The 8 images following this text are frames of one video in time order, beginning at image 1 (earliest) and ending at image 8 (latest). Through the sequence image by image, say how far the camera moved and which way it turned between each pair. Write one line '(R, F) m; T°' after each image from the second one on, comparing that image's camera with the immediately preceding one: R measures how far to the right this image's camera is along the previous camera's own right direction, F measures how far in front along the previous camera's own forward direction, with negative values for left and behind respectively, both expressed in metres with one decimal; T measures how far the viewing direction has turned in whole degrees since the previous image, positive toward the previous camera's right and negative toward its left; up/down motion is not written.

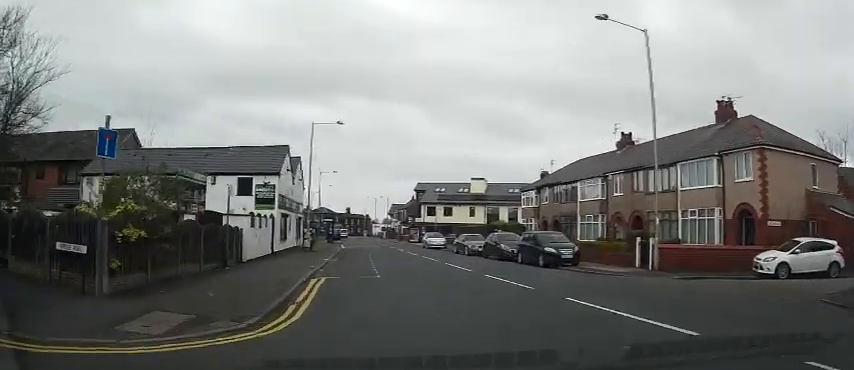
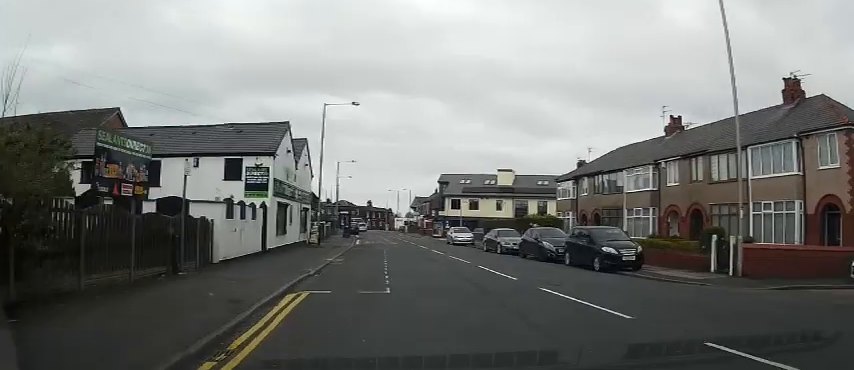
(0.0, +4.6) m; -3°
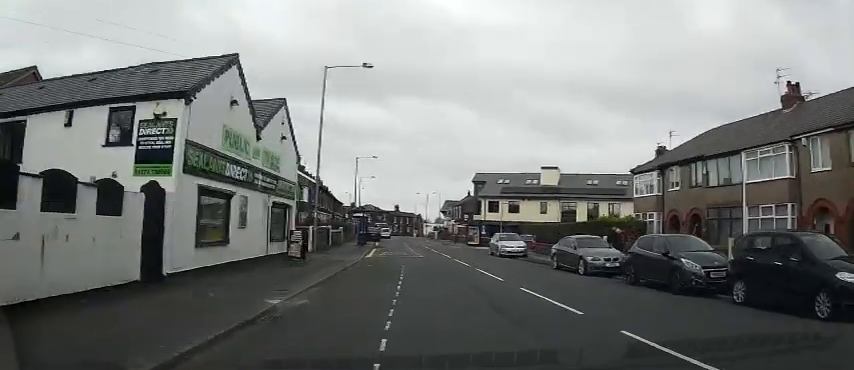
(-0.7, +10.5) m; -4°
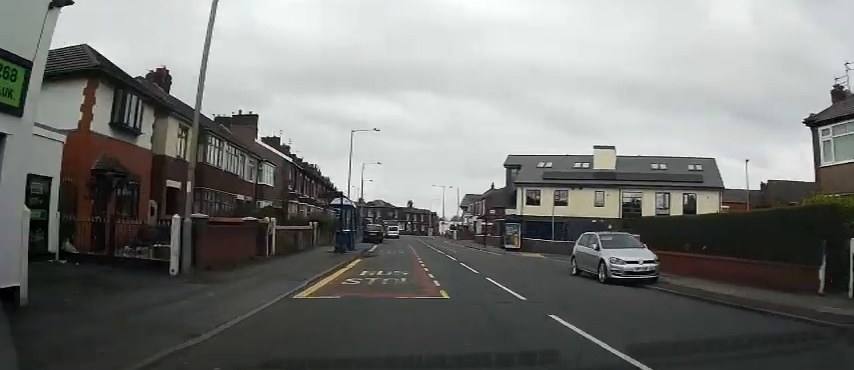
(-0.5, +17.2) m; -3°
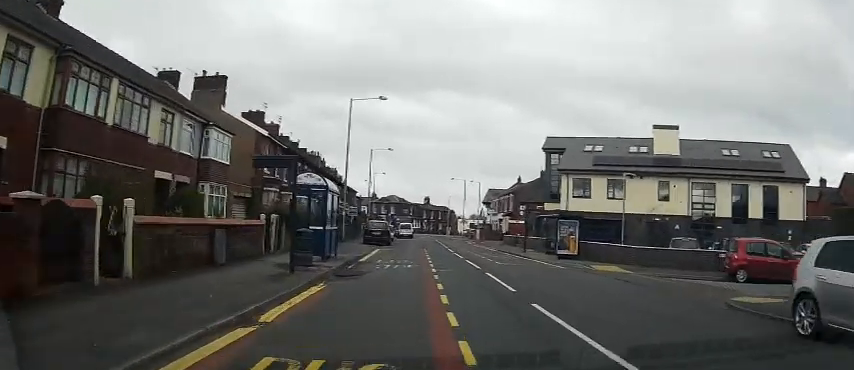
(-0.2, +12.0) m; 0°
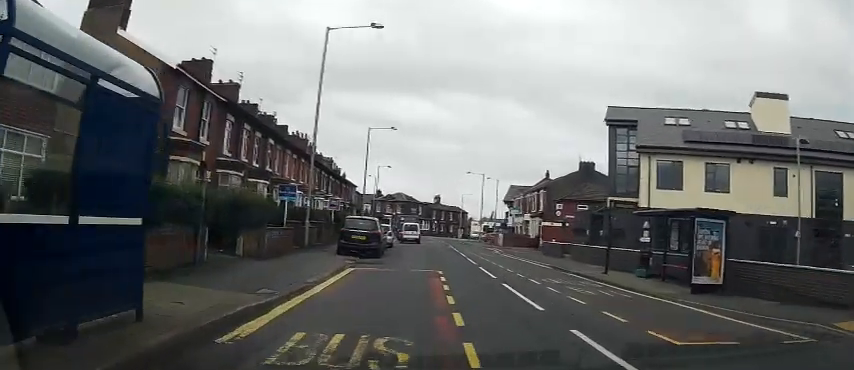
(+0.1, +15.2) m; -1°
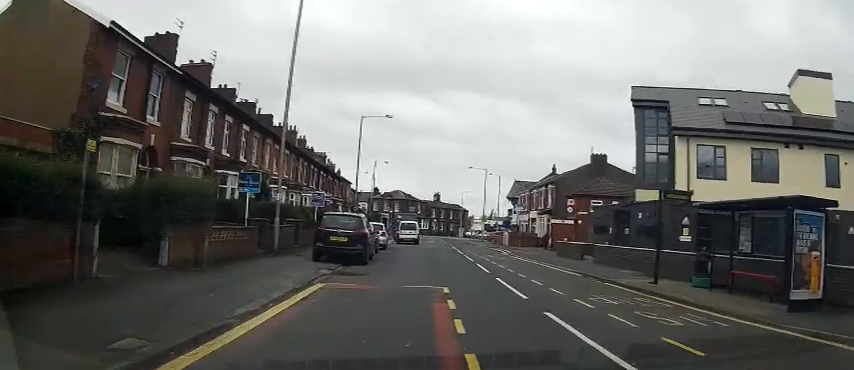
(-0.2, +5.1) m; -1°
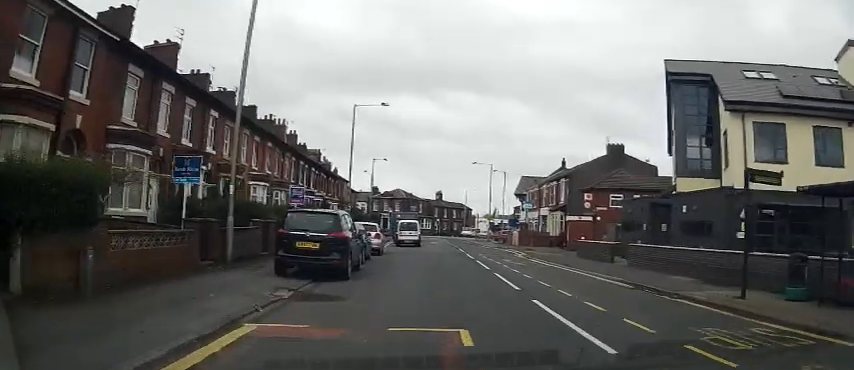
(-0.1, +4.9) m; 0°
